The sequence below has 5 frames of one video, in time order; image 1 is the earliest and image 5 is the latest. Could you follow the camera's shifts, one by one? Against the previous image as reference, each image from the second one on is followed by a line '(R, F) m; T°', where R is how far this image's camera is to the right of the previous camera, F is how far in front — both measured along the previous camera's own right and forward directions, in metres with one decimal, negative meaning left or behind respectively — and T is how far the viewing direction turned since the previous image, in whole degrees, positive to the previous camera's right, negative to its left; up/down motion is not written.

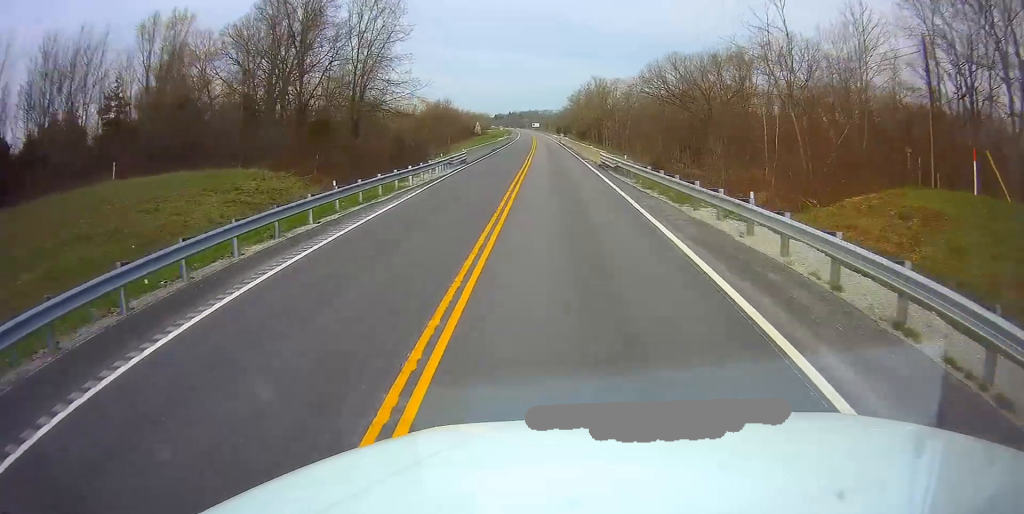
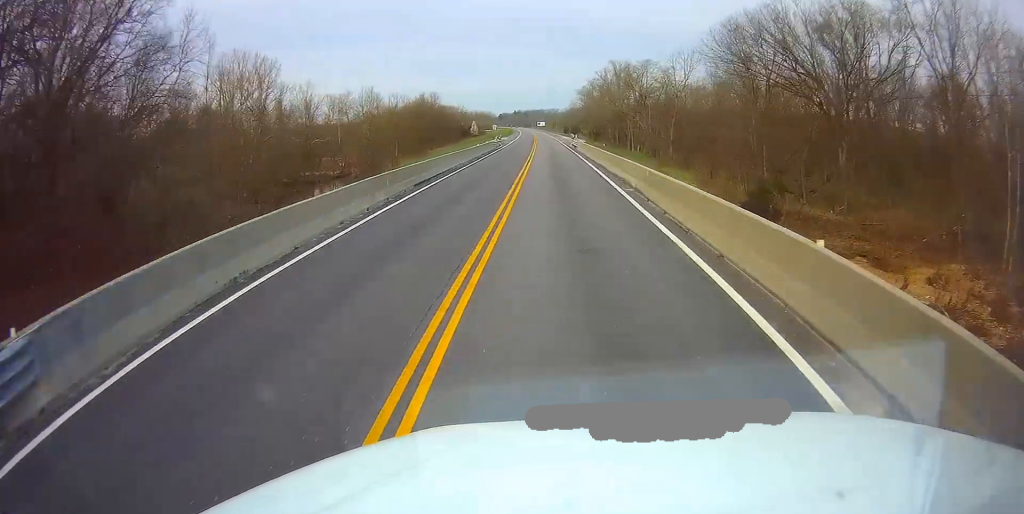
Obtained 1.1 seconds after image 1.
(-0.5, +35.5) m; -1°
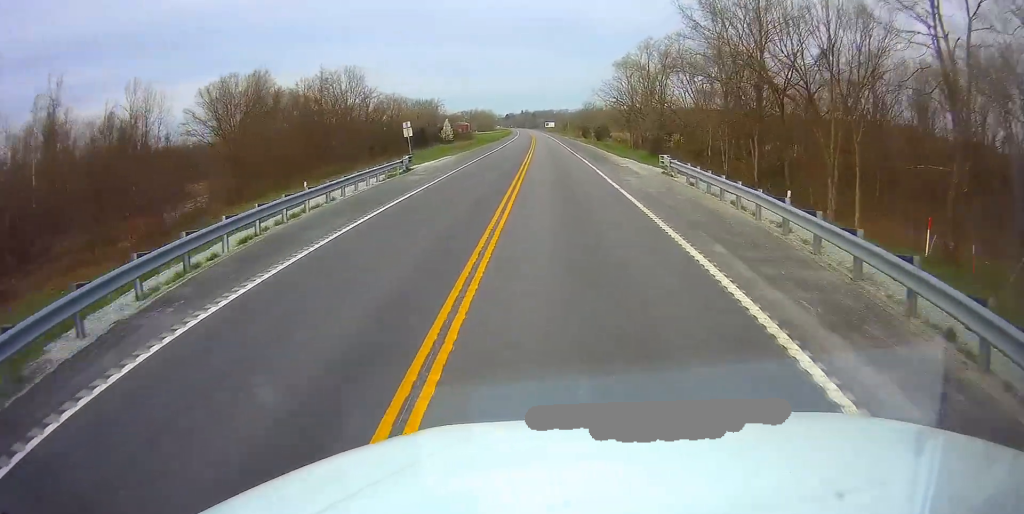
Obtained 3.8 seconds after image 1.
(-0.1, +82.3) m; 0°
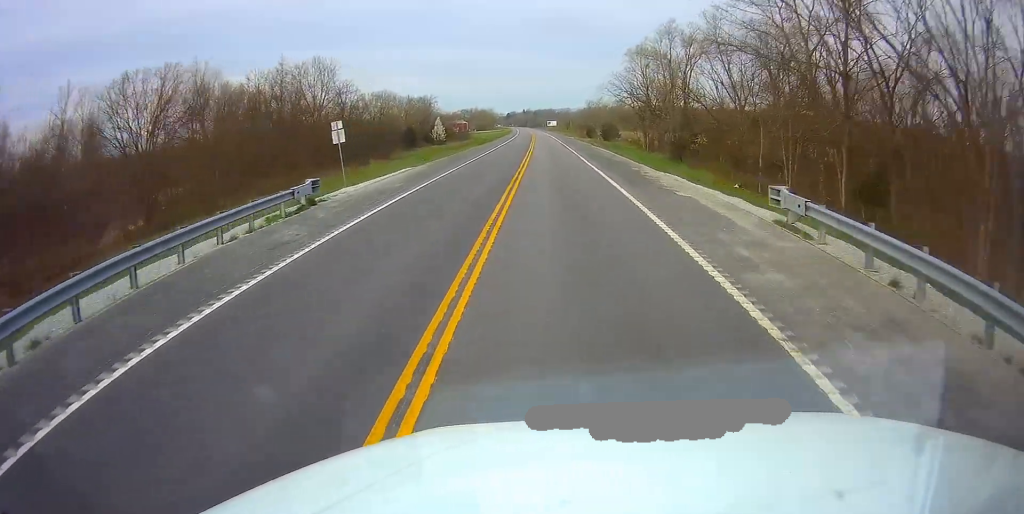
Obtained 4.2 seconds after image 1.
(0.0, +14.5) m; 0°
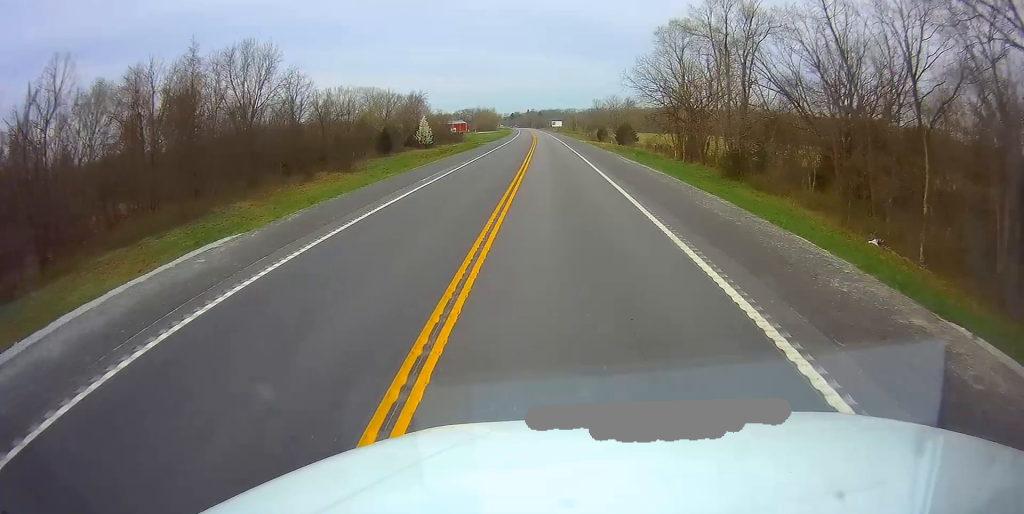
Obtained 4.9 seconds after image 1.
(-0.1, +21.7) m; 0°
